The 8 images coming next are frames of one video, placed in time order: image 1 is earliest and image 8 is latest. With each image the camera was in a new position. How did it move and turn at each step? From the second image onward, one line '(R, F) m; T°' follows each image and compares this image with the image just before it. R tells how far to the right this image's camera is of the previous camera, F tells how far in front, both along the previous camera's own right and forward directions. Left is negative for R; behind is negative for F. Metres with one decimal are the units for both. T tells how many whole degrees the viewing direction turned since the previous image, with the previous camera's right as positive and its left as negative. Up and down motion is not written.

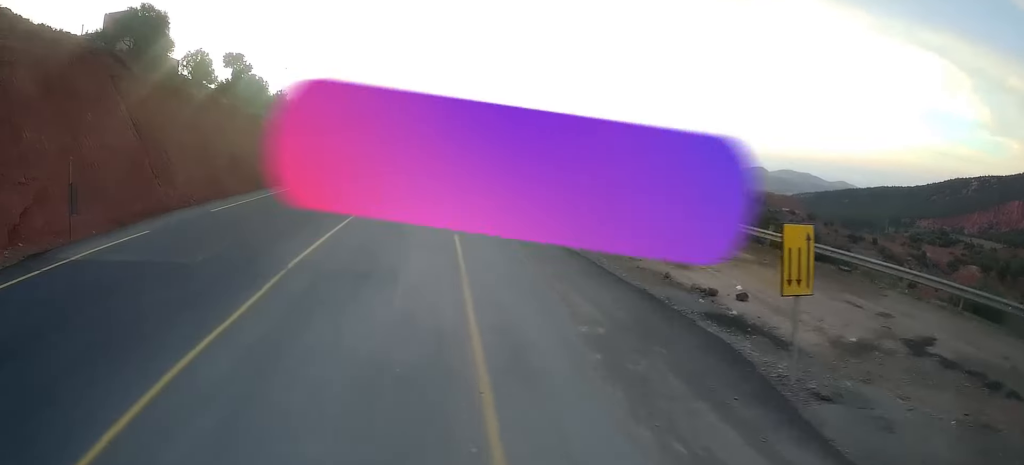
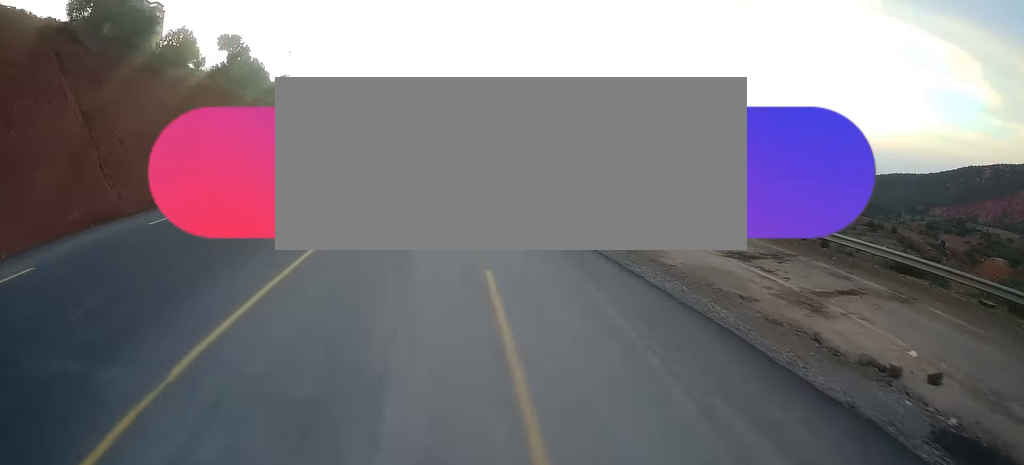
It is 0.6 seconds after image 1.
(0.0, +6.5) m; 0°
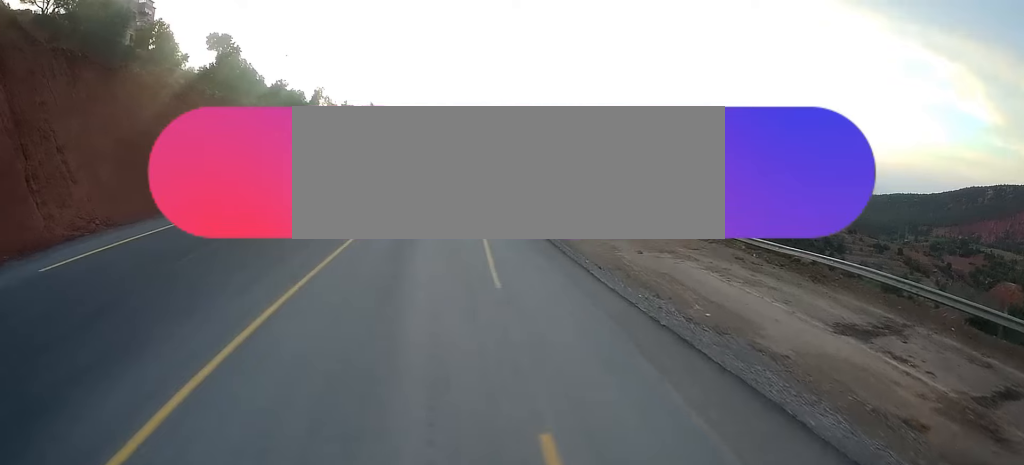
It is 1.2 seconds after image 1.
(0.0, +5.8) m; -1°
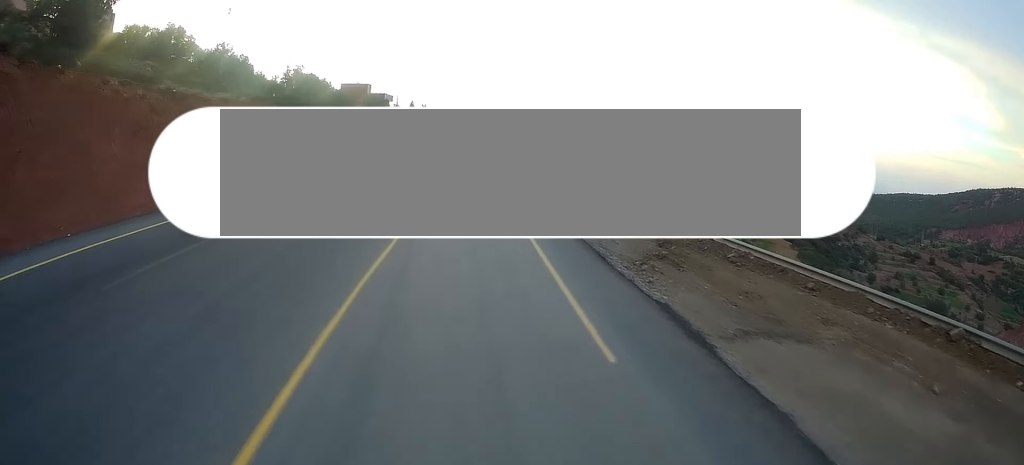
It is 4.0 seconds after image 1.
(+0.4, +29.9) m; +2°
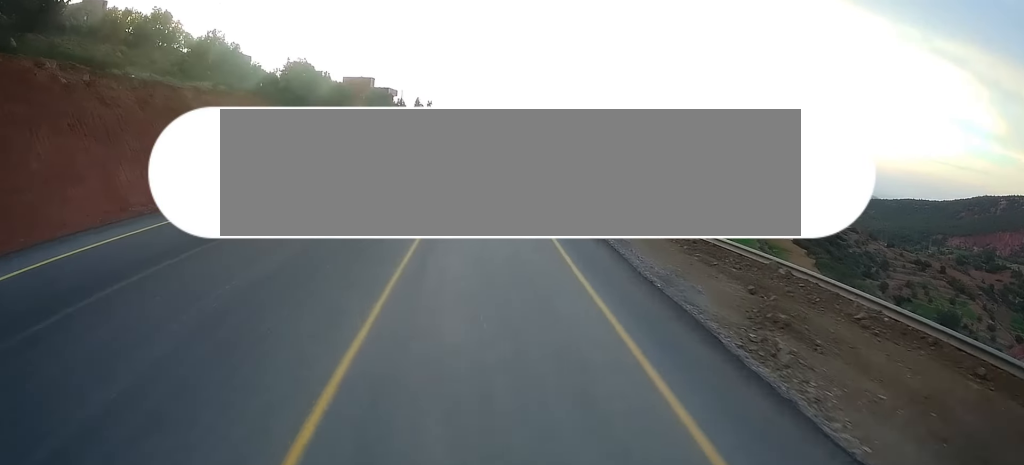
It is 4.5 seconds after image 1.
(-0.1, +6.4) m; -2°
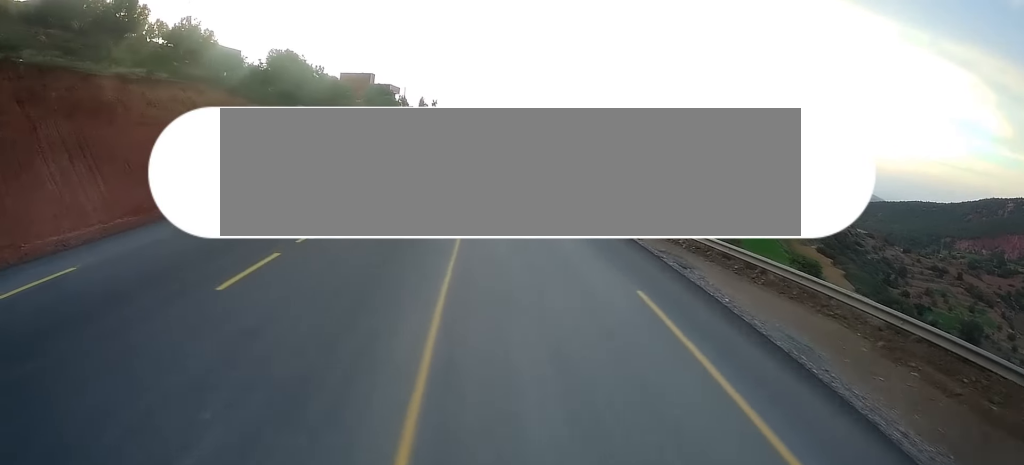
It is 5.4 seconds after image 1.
(-0.3, +10.1) m; -2°
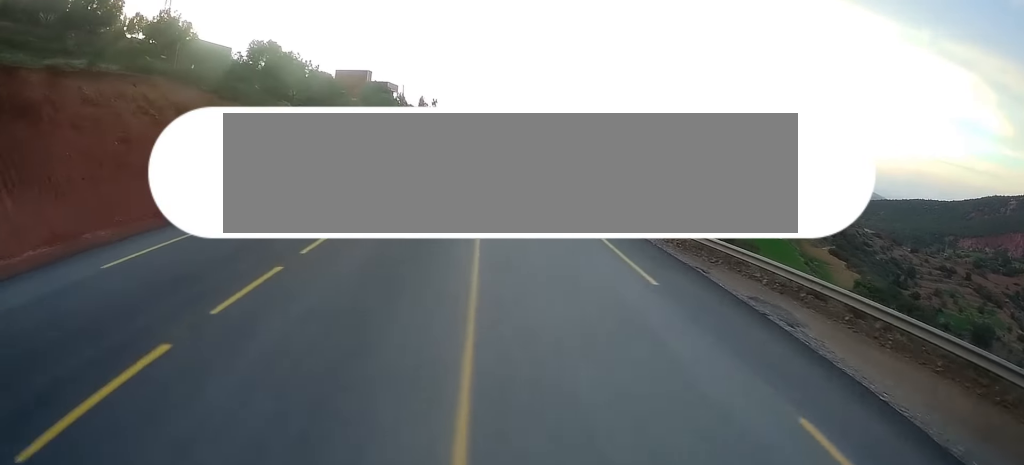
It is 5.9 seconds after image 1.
(-0.1, +5.6) m; 0°
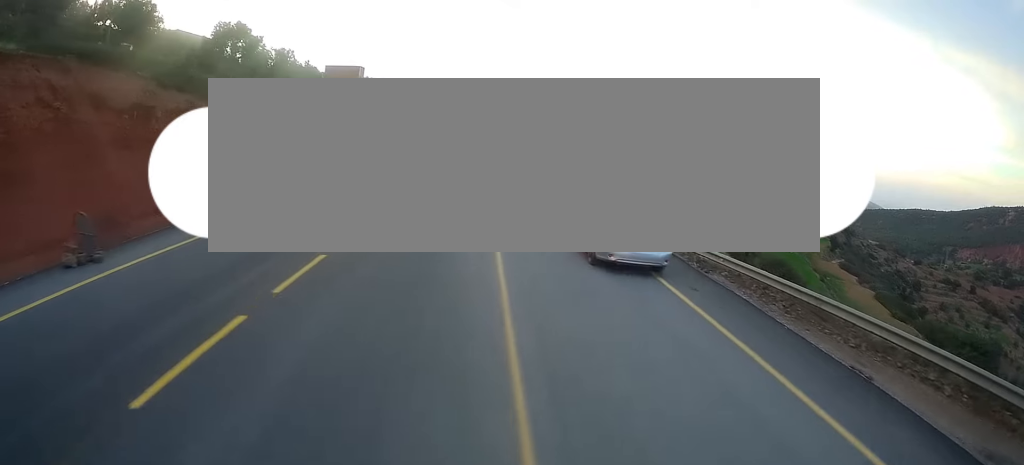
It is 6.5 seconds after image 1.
(0.0, +7.6) m; +2°
